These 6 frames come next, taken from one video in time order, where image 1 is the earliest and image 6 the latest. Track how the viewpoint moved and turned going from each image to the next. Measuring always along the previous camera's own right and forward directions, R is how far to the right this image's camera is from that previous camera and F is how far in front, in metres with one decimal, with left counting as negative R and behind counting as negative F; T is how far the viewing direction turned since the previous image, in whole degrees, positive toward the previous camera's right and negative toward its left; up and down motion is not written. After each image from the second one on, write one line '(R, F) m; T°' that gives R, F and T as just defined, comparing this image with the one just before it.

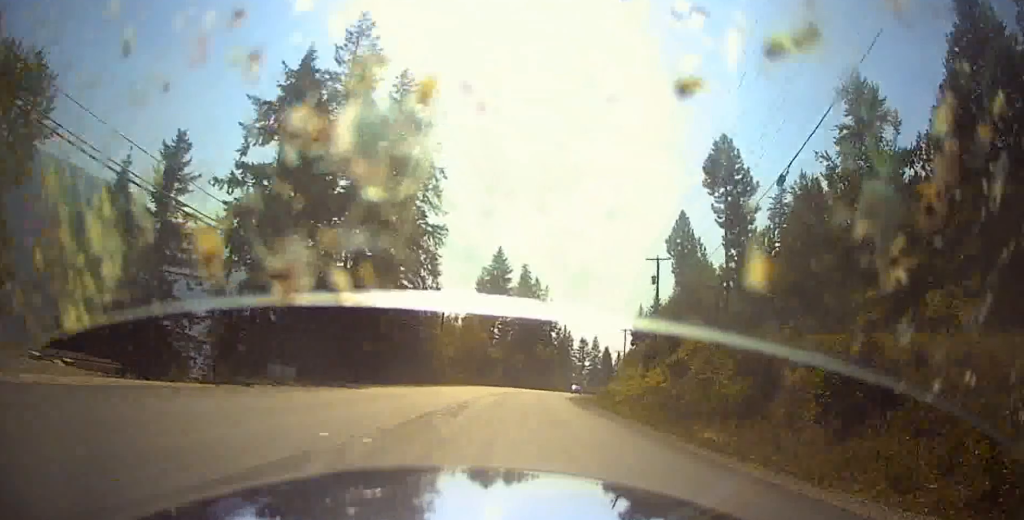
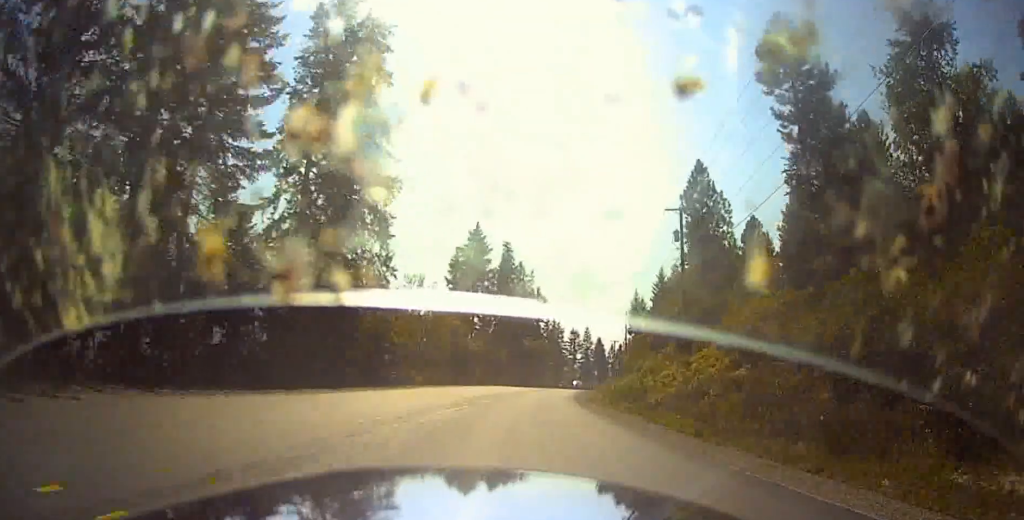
(+0.7, +16.4) m; +1°
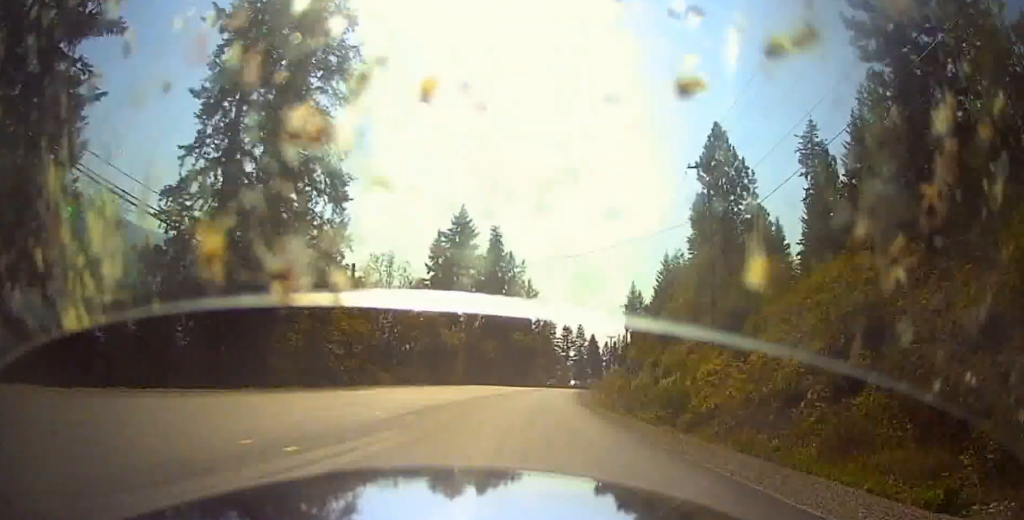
(-0.1, +9.6) m; +4°
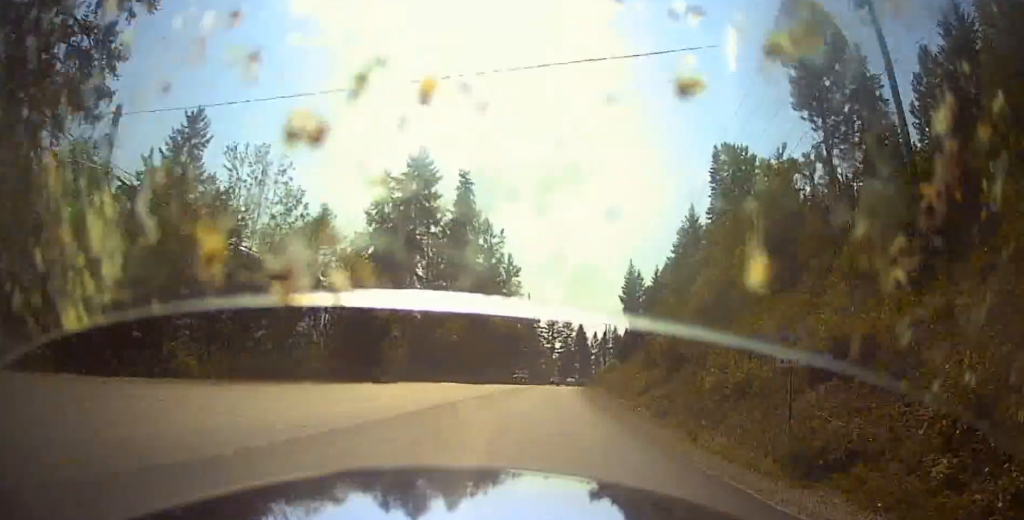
(+2.5, +20.3) m; +14°
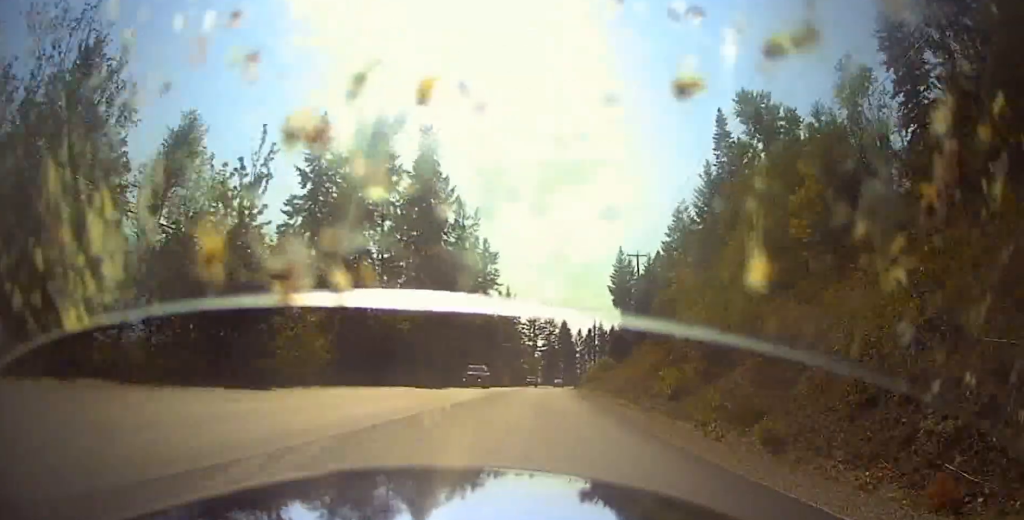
(+0.7, +11.4) m; +1°
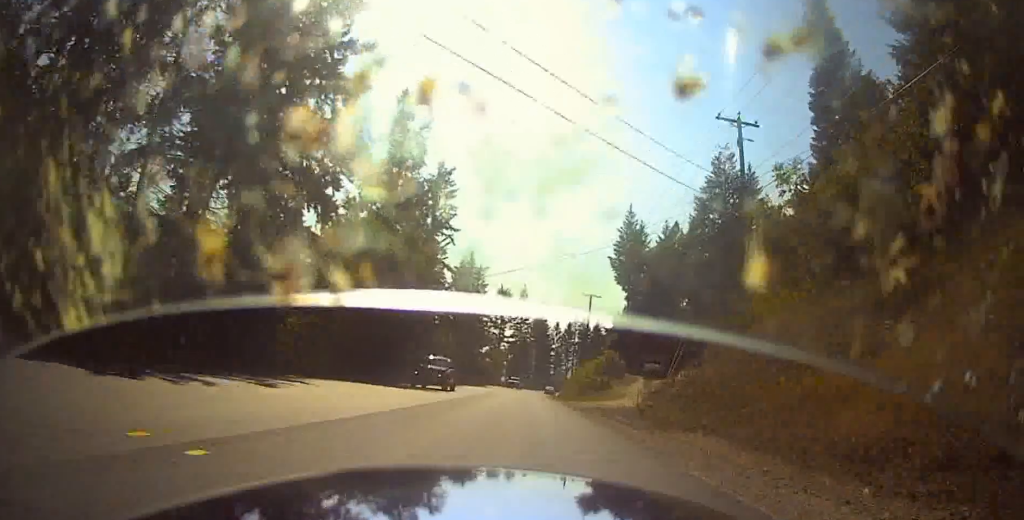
(-2.3, +30.0) m; -7°
